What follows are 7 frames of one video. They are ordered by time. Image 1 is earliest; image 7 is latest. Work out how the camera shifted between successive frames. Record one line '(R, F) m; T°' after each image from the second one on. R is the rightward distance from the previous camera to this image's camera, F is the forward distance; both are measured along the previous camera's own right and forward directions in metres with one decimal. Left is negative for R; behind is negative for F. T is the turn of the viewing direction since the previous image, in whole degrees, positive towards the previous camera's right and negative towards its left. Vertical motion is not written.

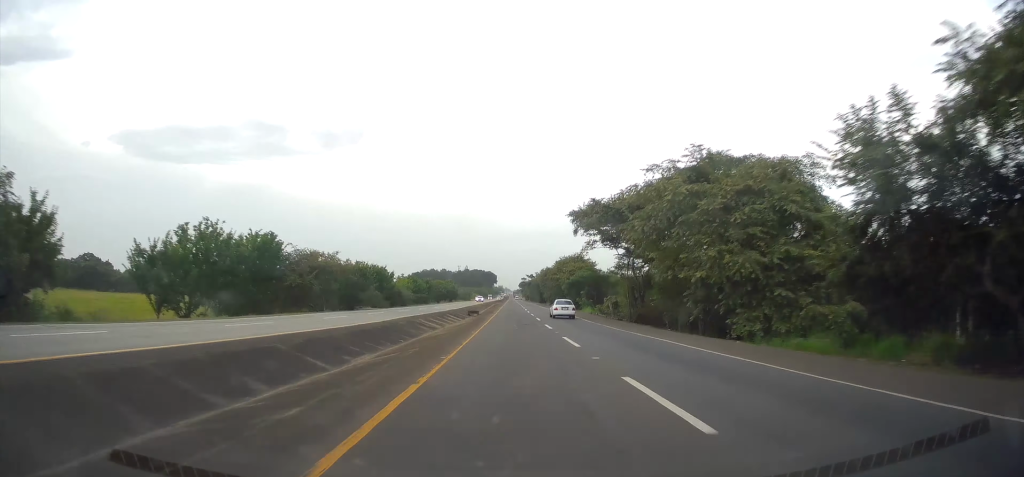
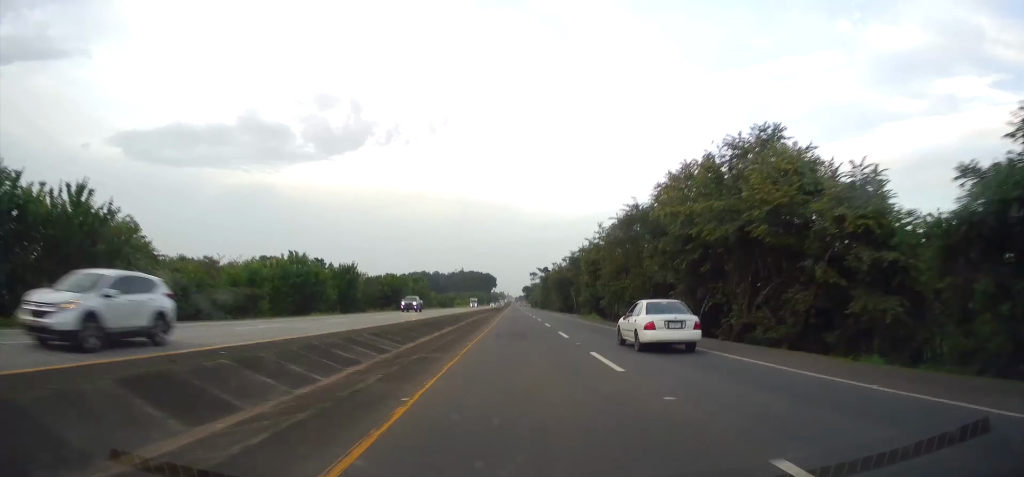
(+0.1, +84.6) m; 0°
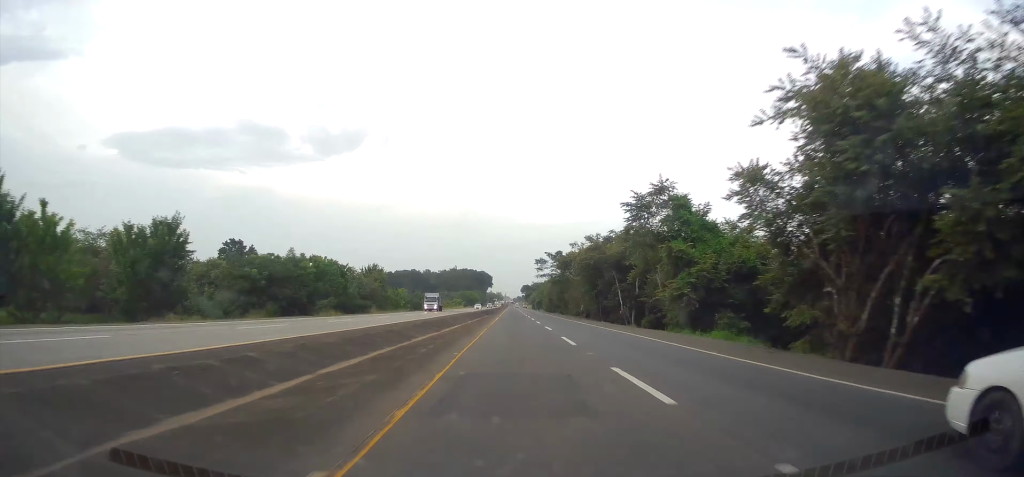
(-0.5, +48.4) m; 0°
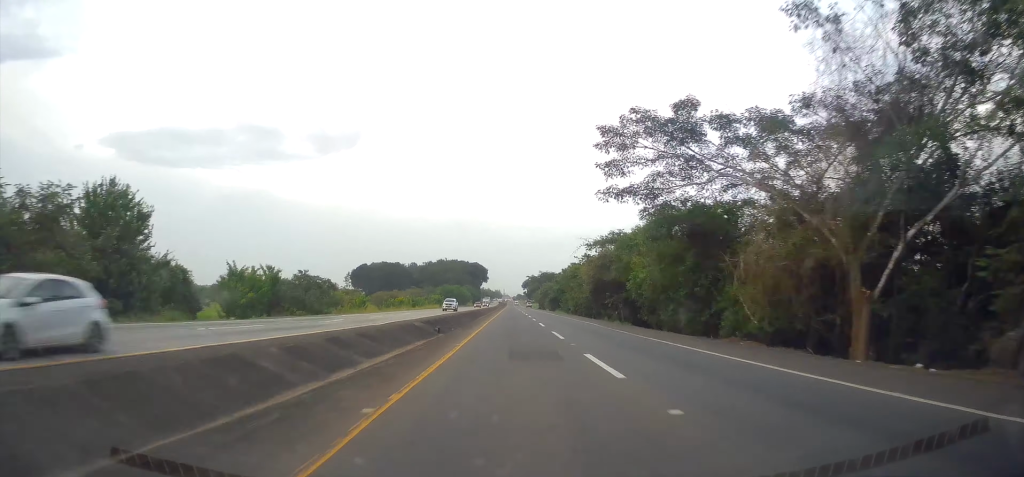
(+0.5, +76.9) m; 0°
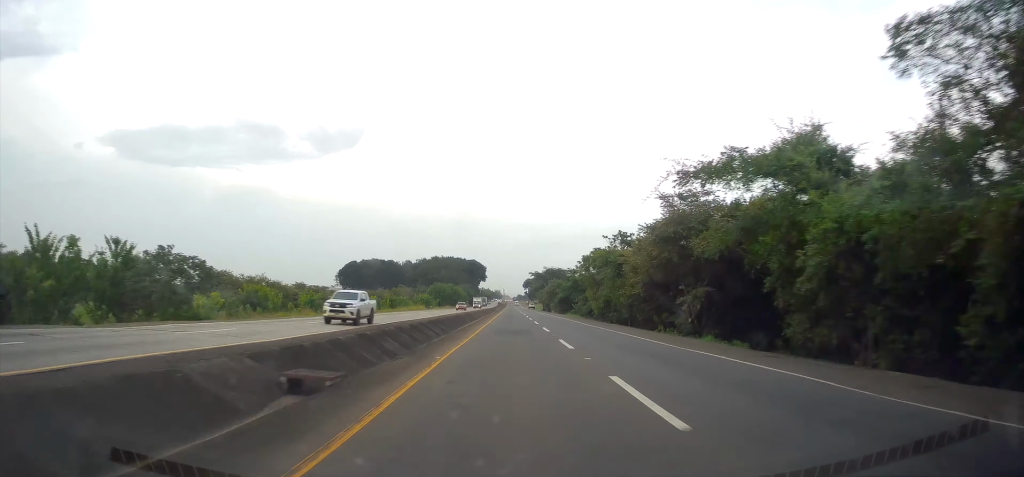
(-0.2, +26.9) m; 0°
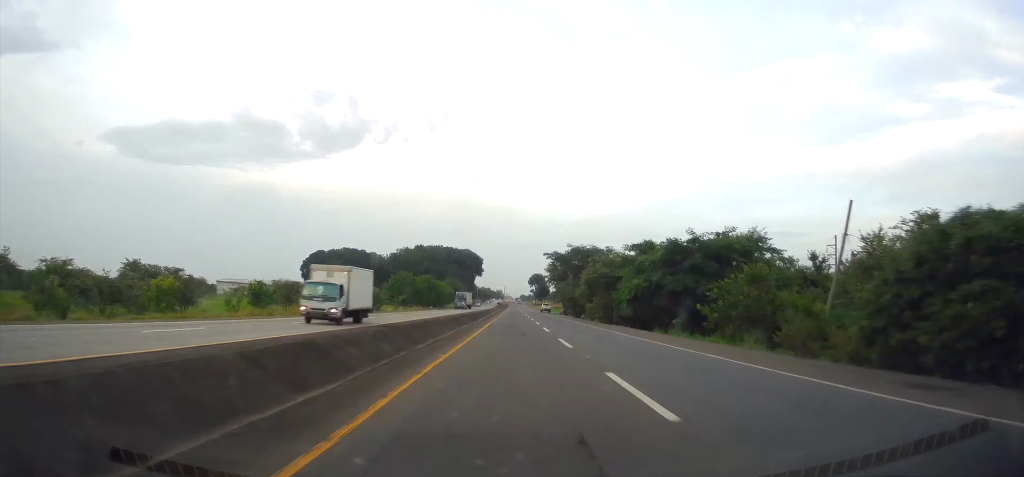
(+0.1, +66.5) m; 0°
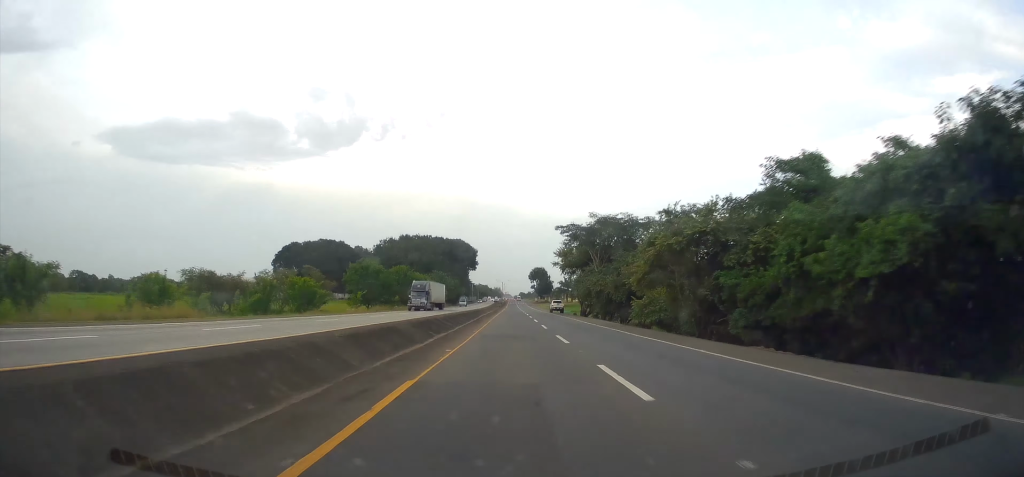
(+0.1, +32.9) m; 0°
